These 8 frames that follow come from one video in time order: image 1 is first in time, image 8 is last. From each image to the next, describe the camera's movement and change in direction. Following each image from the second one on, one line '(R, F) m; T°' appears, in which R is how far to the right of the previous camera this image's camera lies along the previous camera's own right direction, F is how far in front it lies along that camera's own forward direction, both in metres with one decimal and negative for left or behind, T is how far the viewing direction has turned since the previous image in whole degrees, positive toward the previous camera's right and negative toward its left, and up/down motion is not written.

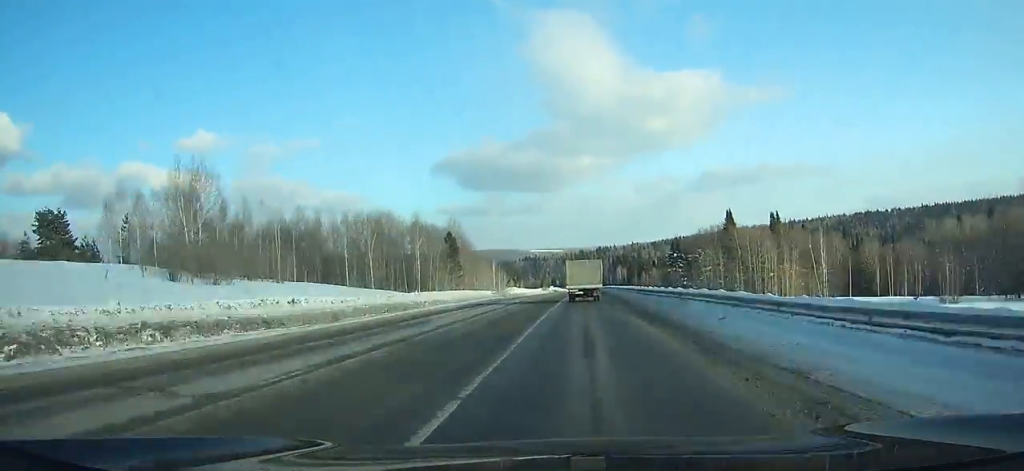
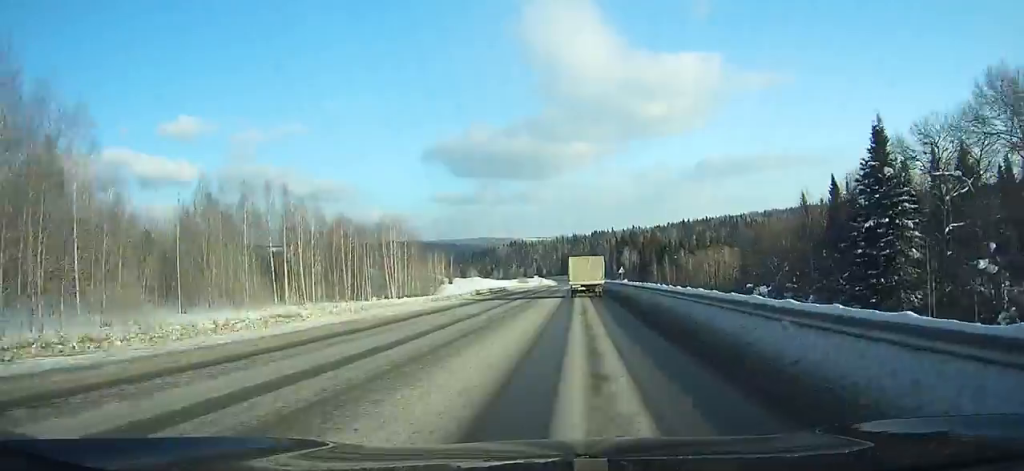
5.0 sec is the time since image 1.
(+1.5, +114.8) m; +1°
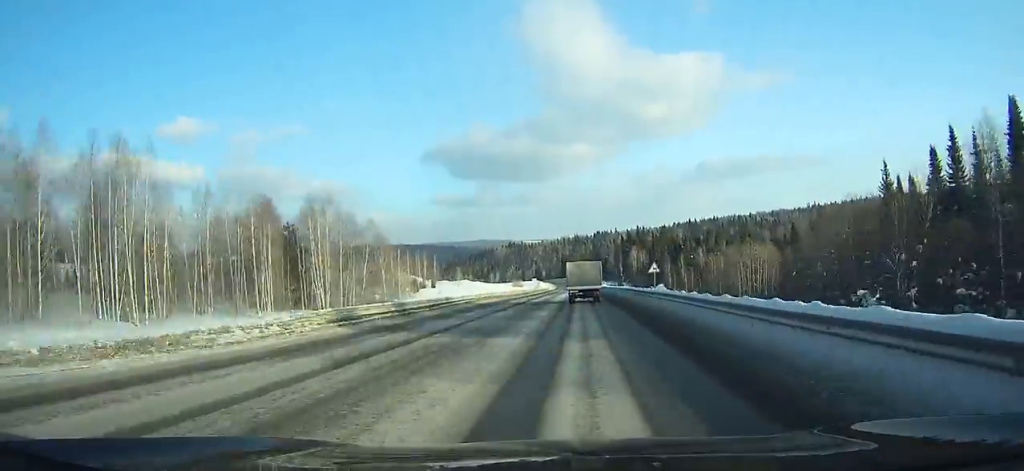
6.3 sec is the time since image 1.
(+0.2, +30.3) m; 0°
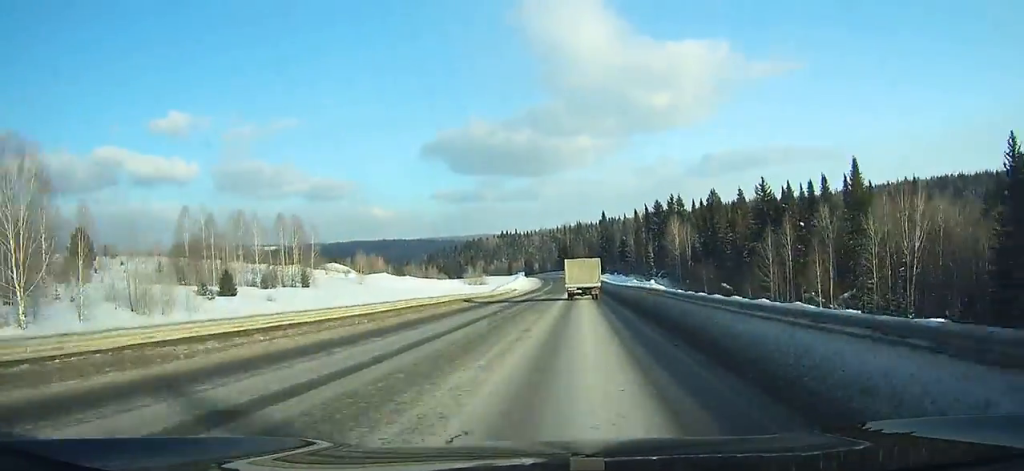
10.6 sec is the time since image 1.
(0.0, +101.4) m; 0°
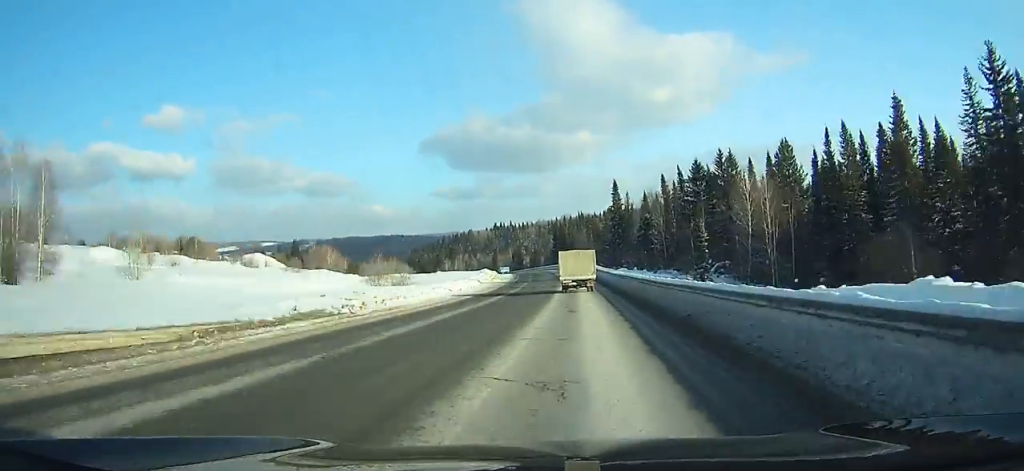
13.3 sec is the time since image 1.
(-0.1, +63.9) m; -1°
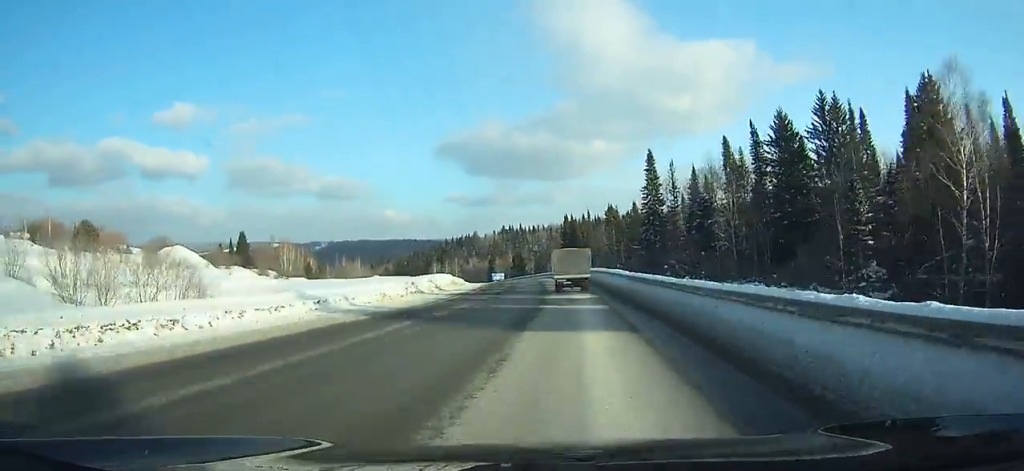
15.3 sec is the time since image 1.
(-0.3, +46.5) m; -3°
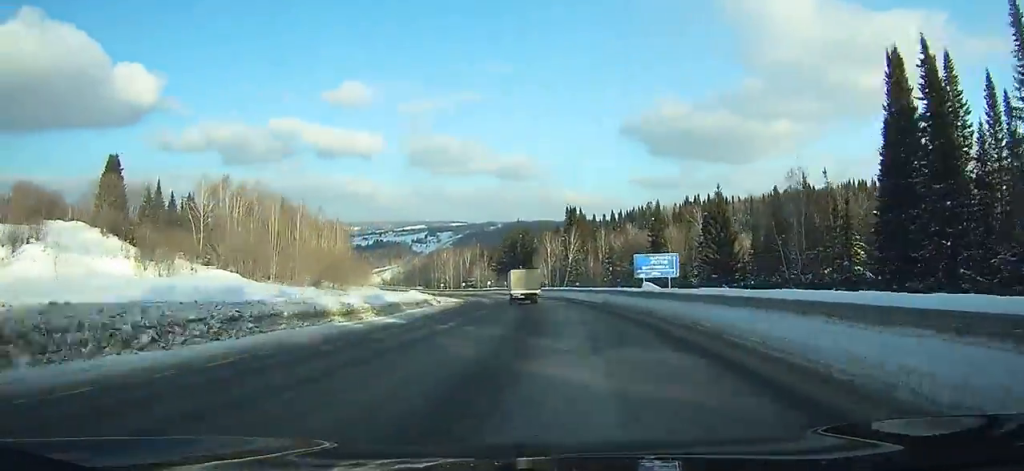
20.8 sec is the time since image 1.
(-13.6, +121.1) m; -16°
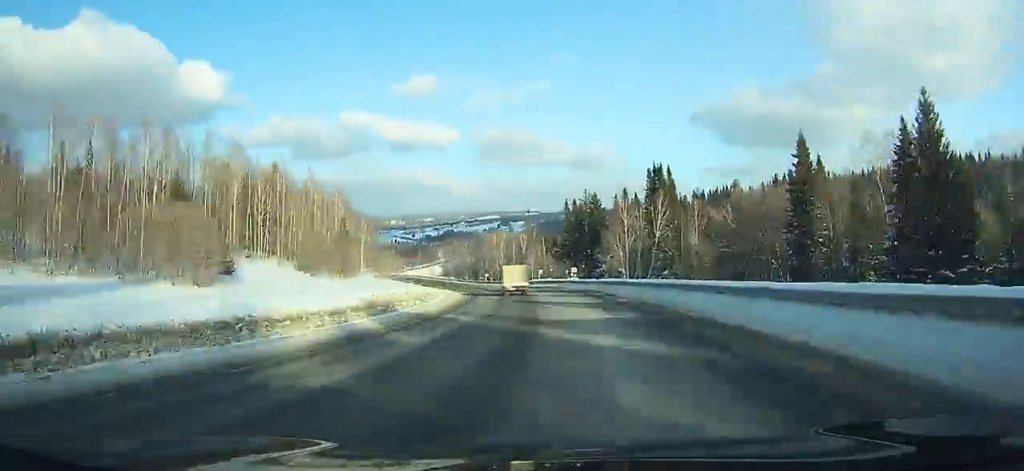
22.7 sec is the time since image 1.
(-2.2, +40.5) m; -8°
